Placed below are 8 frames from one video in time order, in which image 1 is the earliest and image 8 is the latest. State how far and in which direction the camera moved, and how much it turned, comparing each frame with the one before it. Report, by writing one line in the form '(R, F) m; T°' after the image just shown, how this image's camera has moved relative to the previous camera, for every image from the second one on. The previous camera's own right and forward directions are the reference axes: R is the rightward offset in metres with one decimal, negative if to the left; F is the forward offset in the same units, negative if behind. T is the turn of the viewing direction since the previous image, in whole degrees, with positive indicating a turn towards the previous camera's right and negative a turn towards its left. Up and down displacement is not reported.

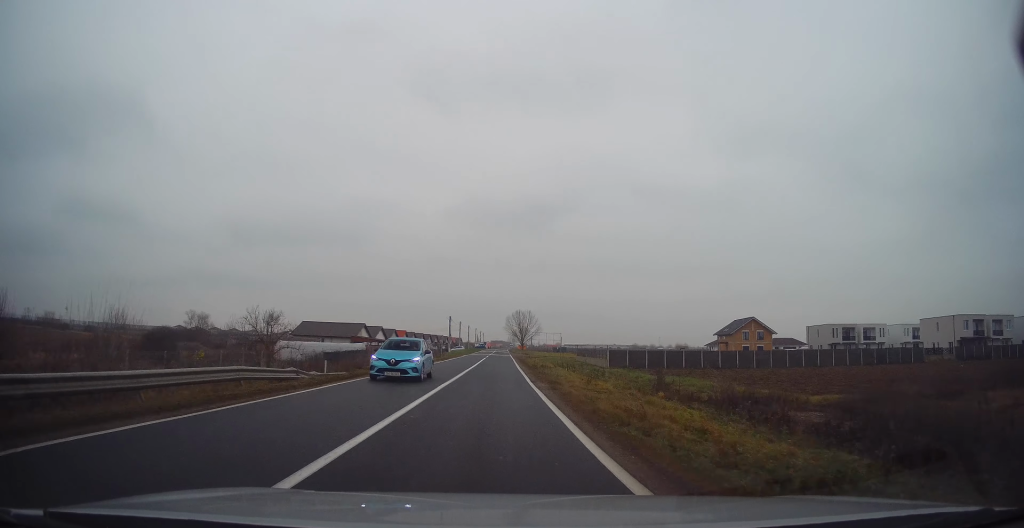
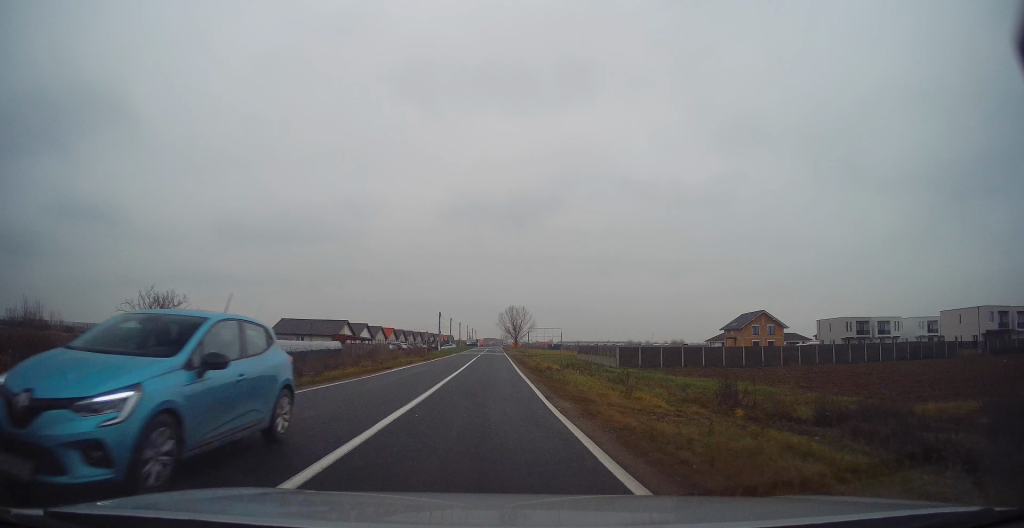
(+0.4, +7.9) m; +2°
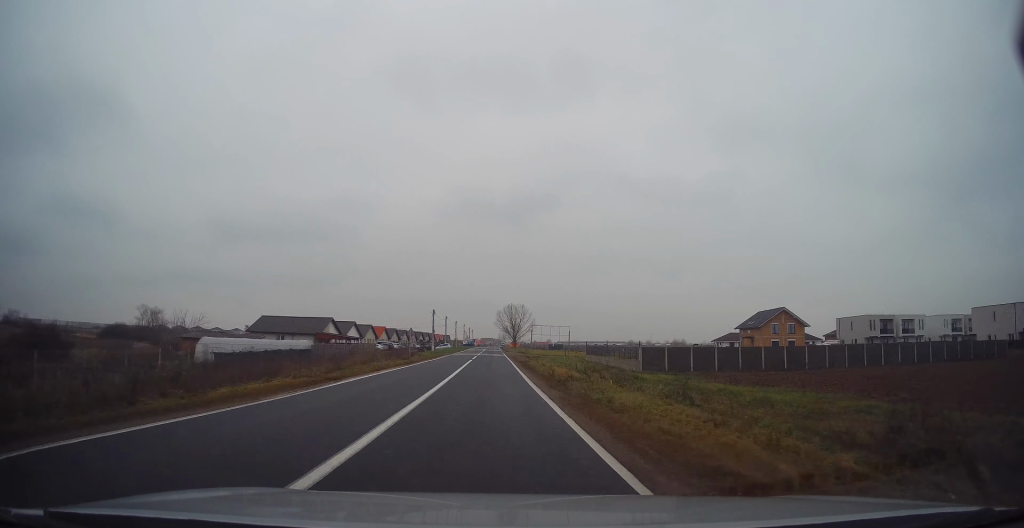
(+0.2, +8.4) m; +2°
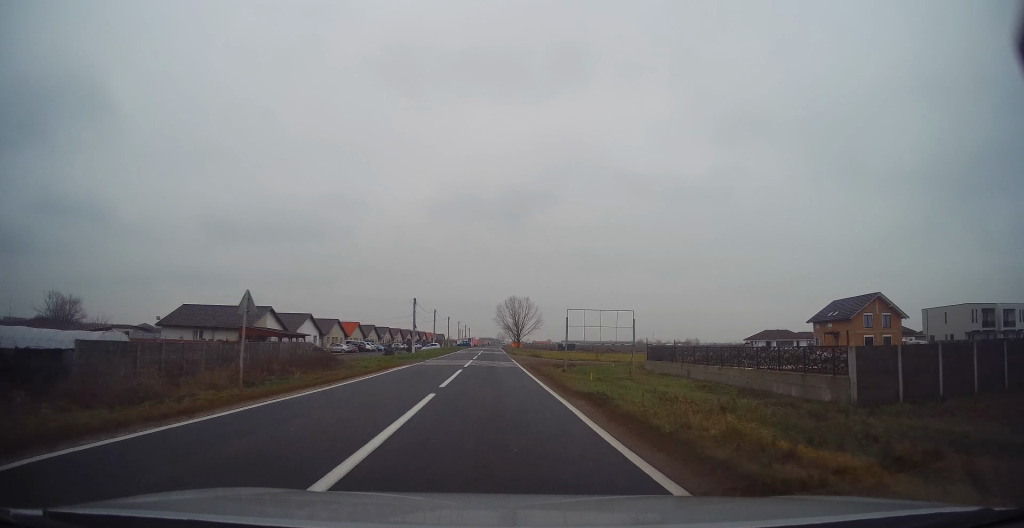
(+0.1, +26.3) m; 0°
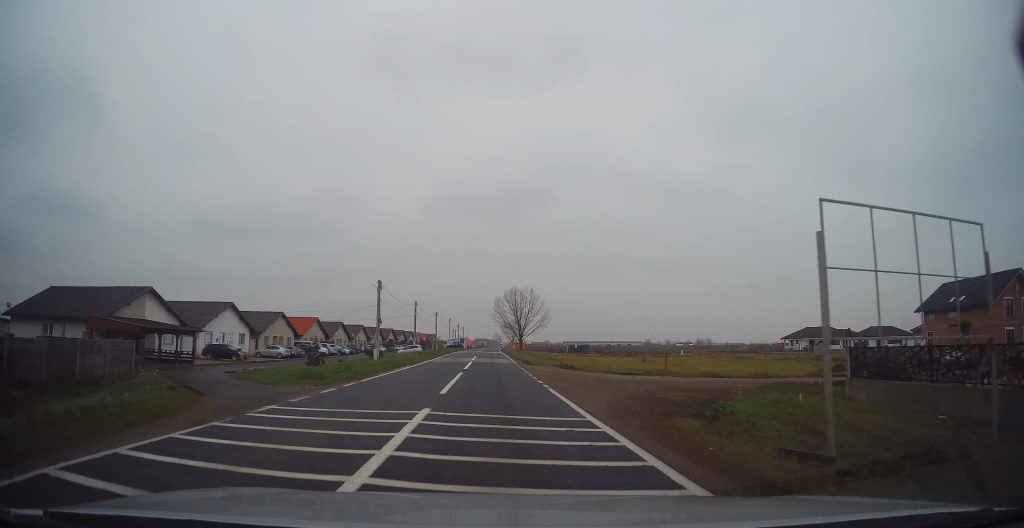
(0.0, +25.9) m; 0°
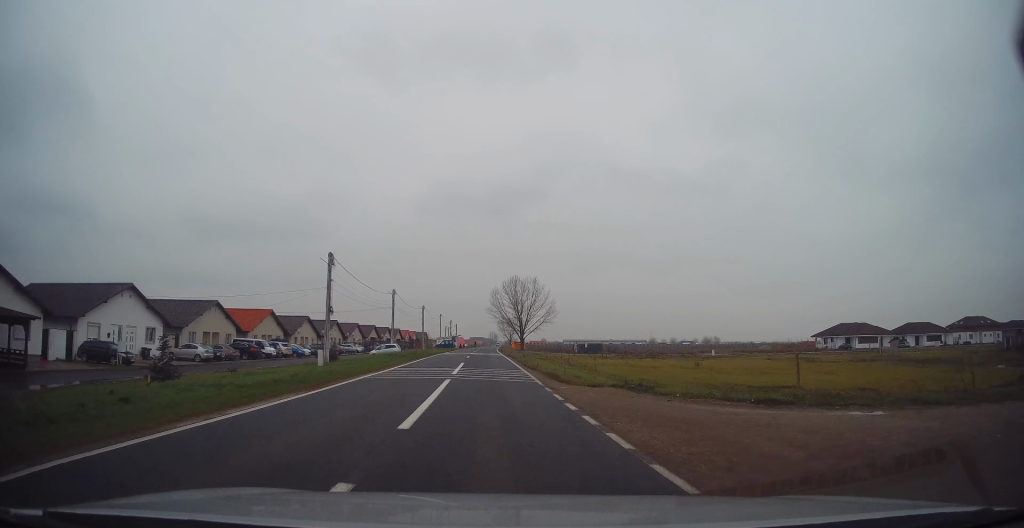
(0.0, +17.9) m; 0°
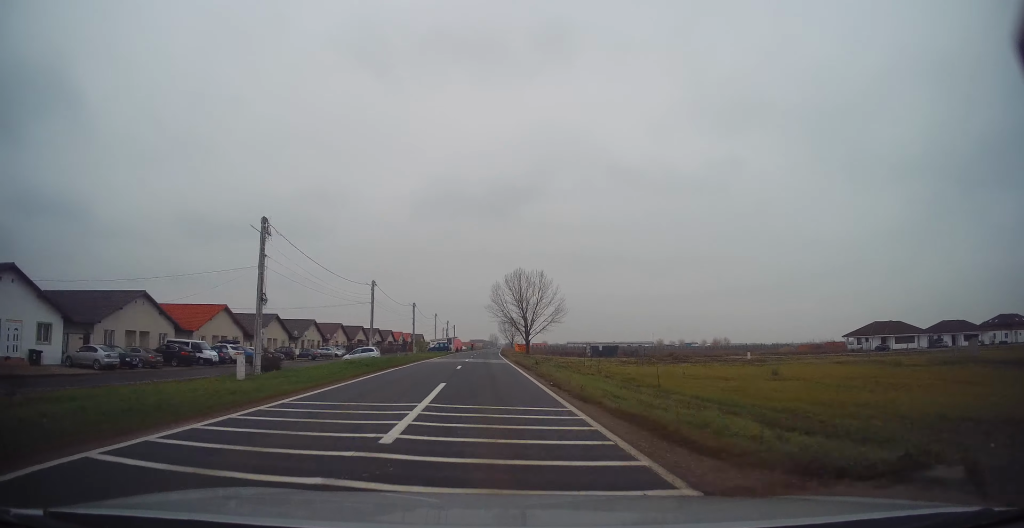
(-0.1, +13.0) m; 0°
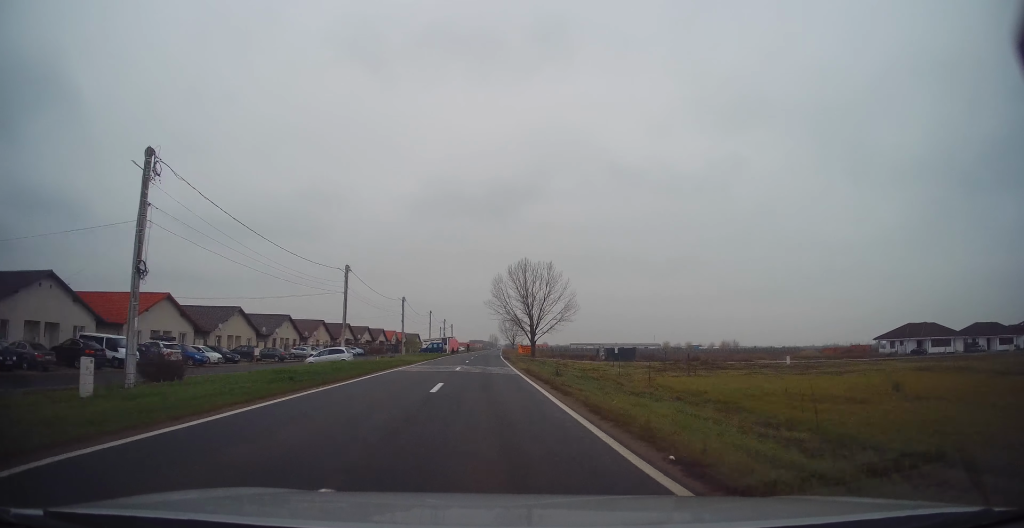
(+0.1, +11.2) m; 0°
